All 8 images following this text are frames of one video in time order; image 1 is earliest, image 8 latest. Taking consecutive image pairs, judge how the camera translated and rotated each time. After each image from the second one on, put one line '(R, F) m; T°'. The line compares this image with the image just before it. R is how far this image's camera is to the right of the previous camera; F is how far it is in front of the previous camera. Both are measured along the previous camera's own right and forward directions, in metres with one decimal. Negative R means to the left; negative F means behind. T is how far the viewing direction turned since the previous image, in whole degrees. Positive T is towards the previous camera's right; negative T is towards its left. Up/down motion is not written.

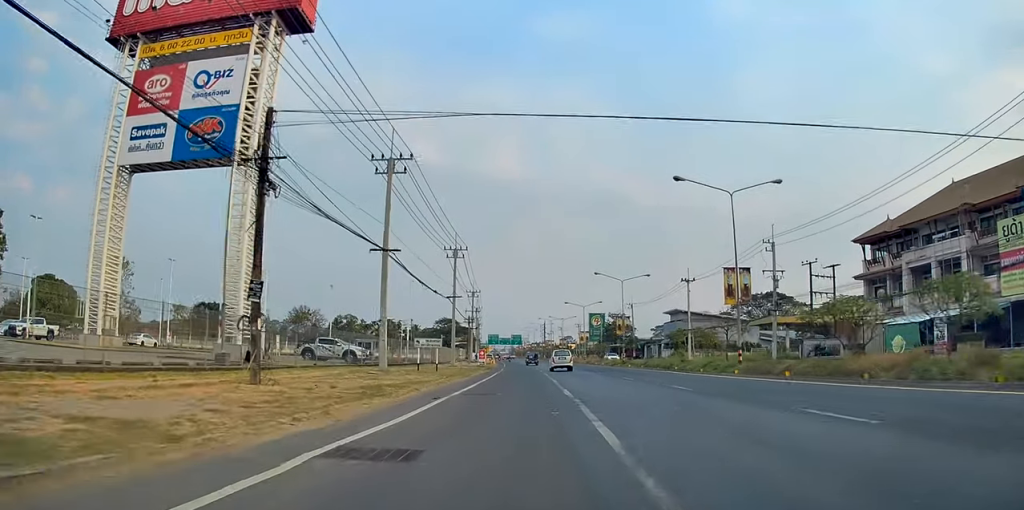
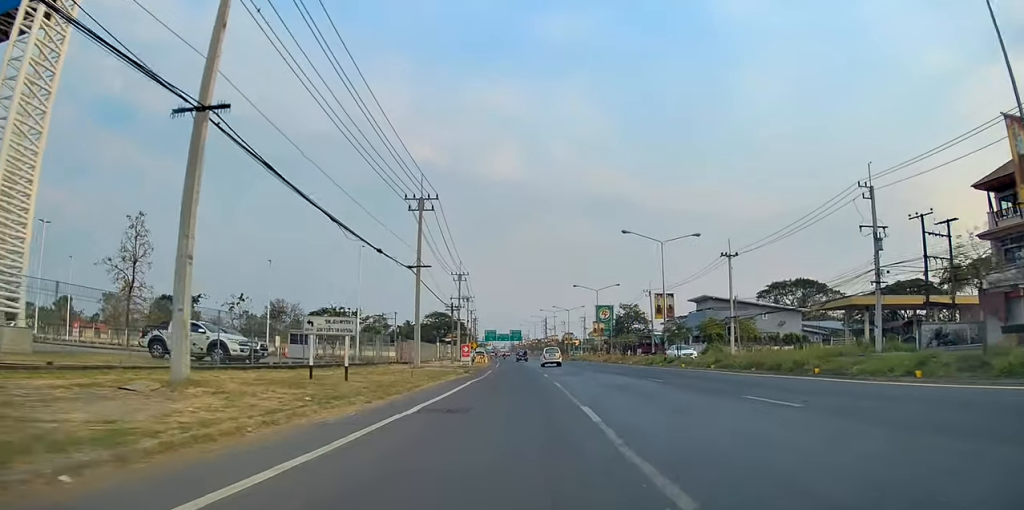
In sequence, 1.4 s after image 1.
(+0.8, +21.0) m; +3°
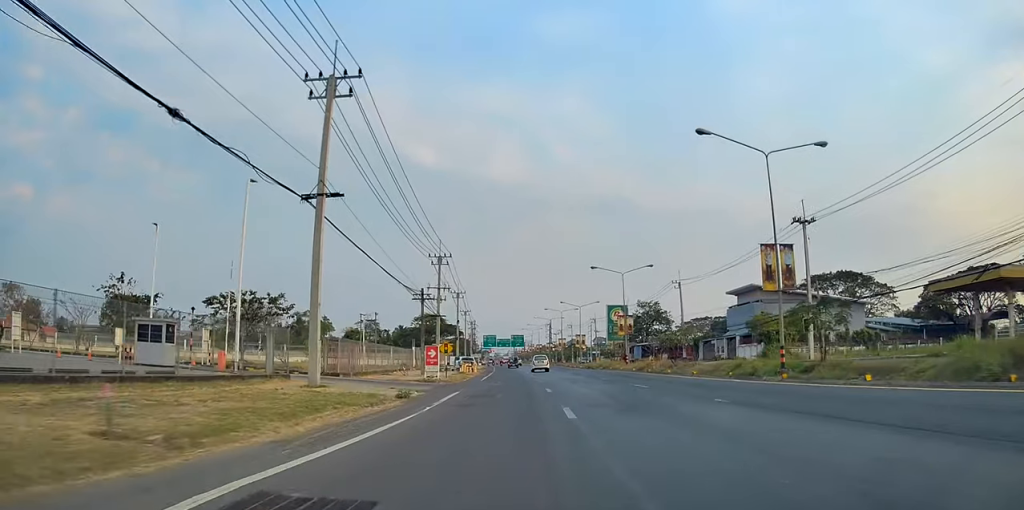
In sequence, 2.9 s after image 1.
(-0.5, +22.2) m; -3°
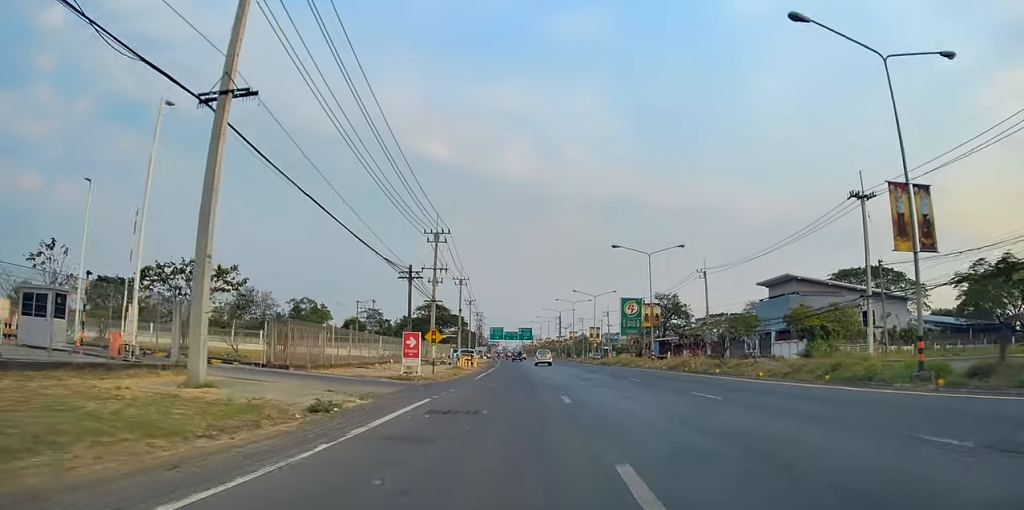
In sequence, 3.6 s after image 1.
(0.0, +9.0) m; 0°
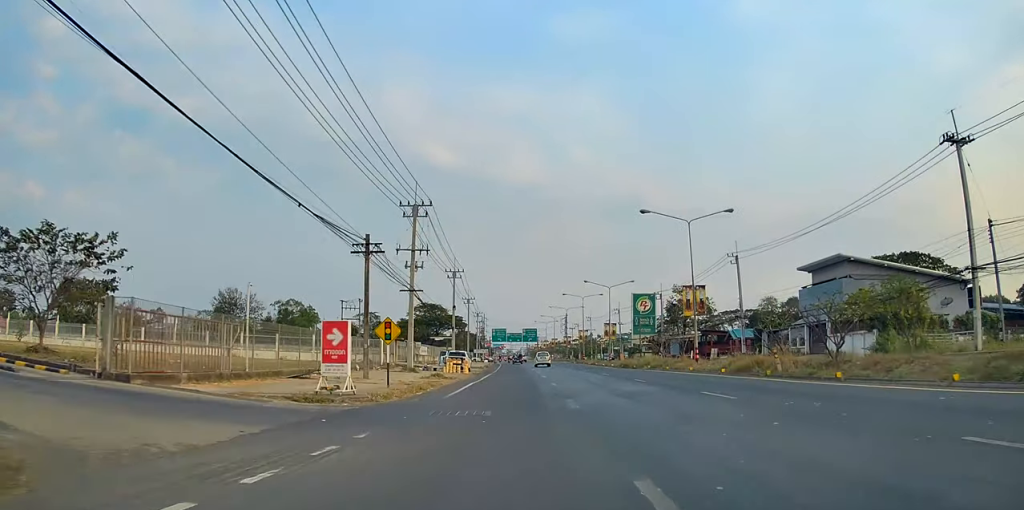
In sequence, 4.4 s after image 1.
(0.0, +12.9) m; 0°
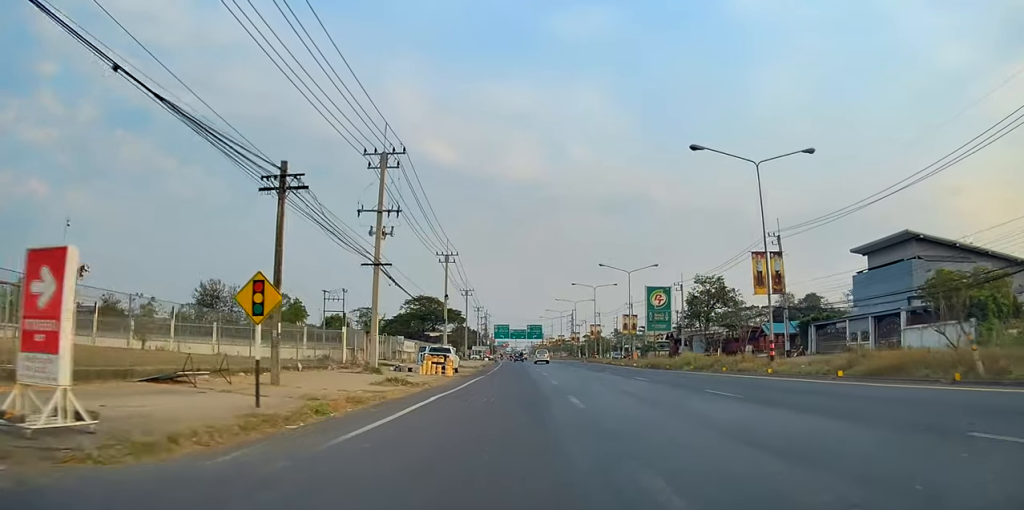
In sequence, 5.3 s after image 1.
(0.0, +12.0) m; 0°
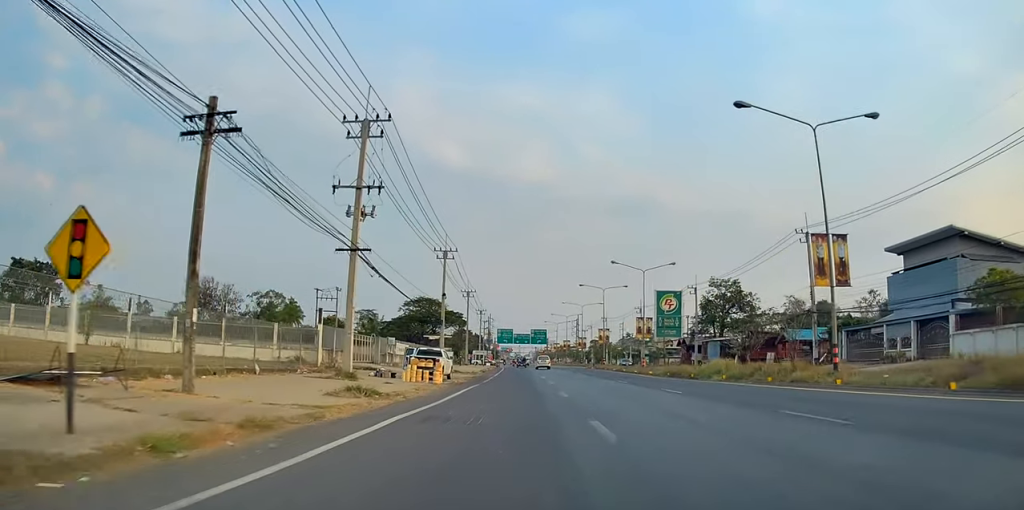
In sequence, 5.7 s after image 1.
(0.0, +5.7) m; 0°
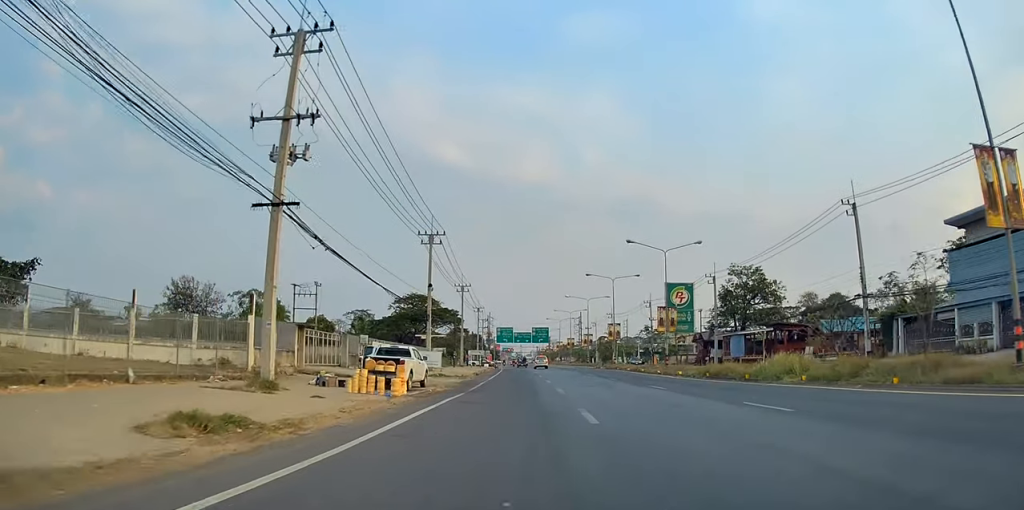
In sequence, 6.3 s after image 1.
(0.0, +9.2) m; 0°
